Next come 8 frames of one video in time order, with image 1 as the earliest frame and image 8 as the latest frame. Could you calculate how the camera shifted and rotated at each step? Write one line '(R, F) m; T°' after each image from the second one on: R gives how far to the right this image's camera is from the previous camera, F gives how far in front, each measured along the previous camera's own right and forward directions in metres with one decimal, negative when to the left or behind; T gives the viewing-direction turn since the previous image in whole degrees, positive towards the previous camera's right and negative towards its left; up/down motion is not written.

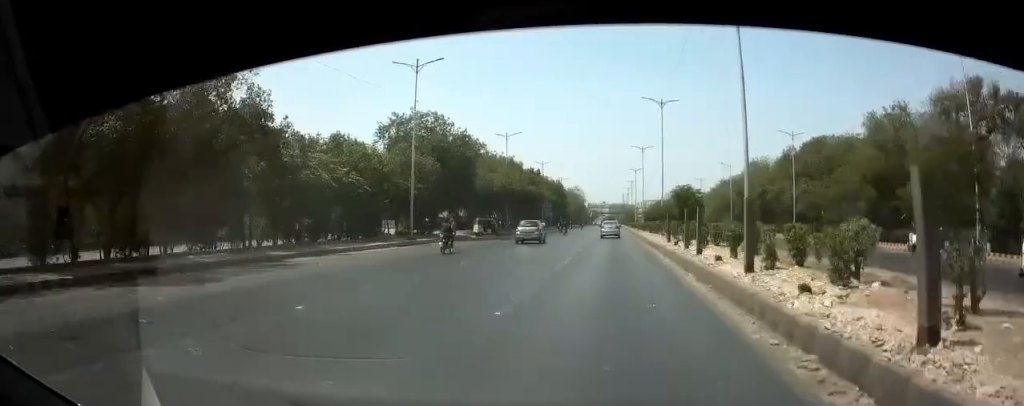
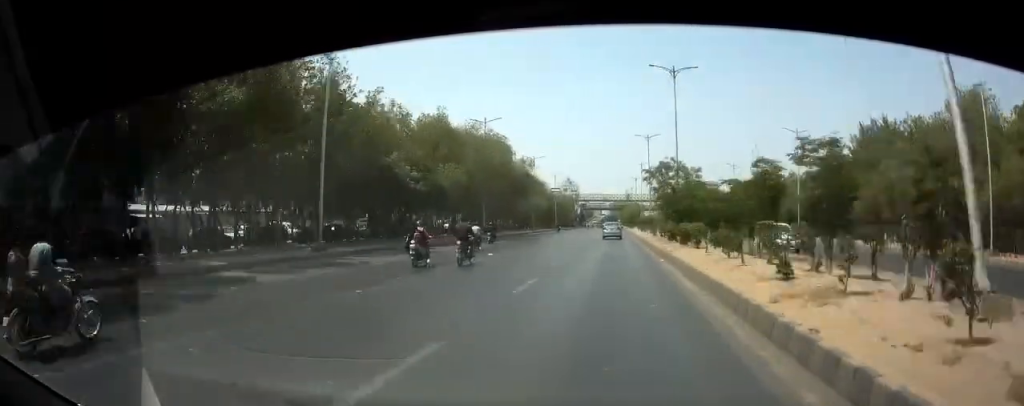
(+0.4, +116.9) m; 0°
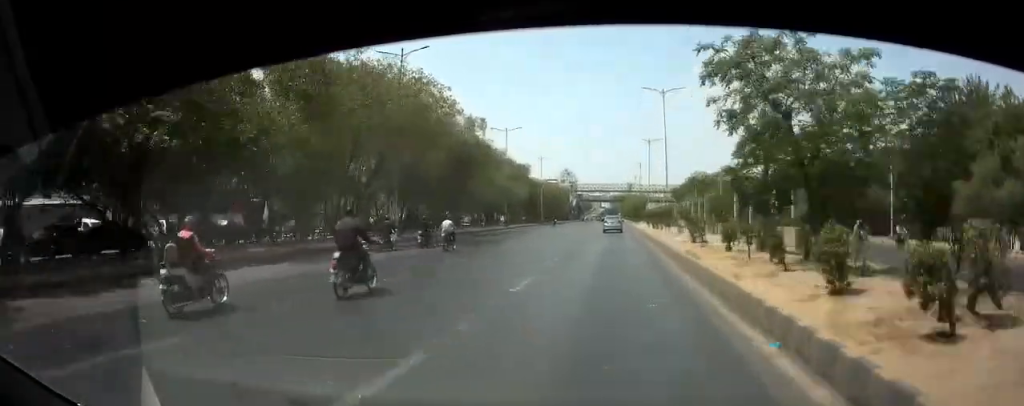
(+0.1, +24.4) m; 0°
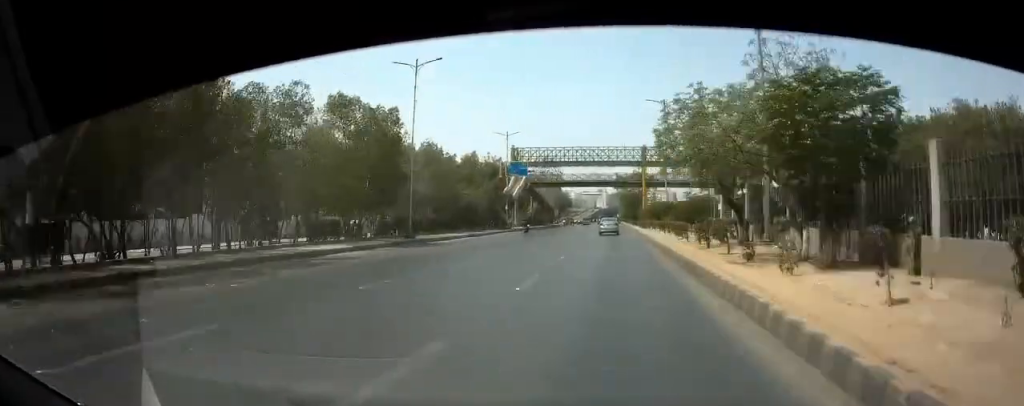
(-0.4, +103.0) m; 0°
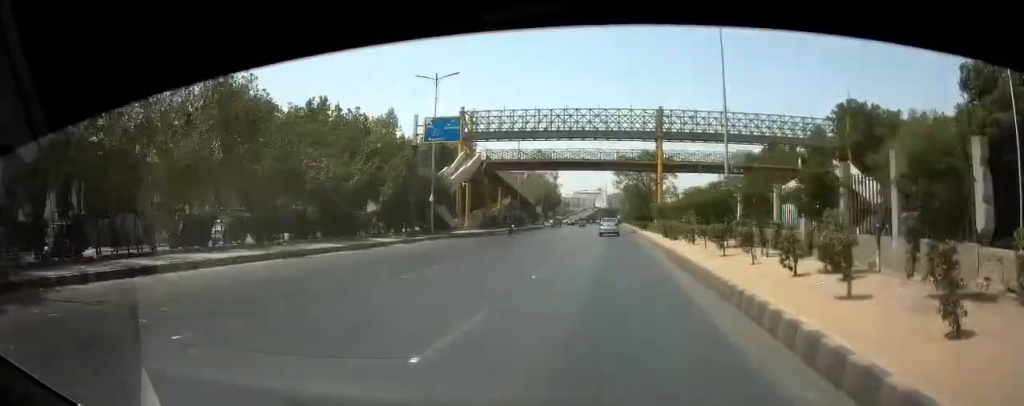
(0.0, +29.7) m; 0°
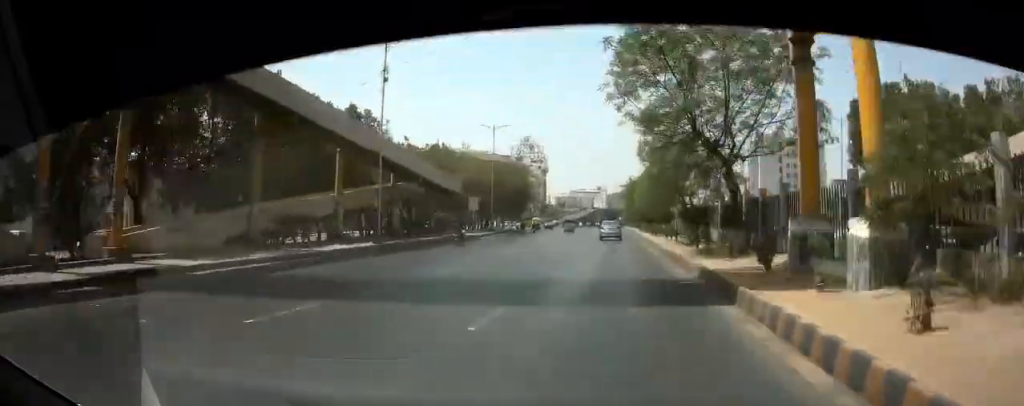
(-0.1, +46.4) m; 0°
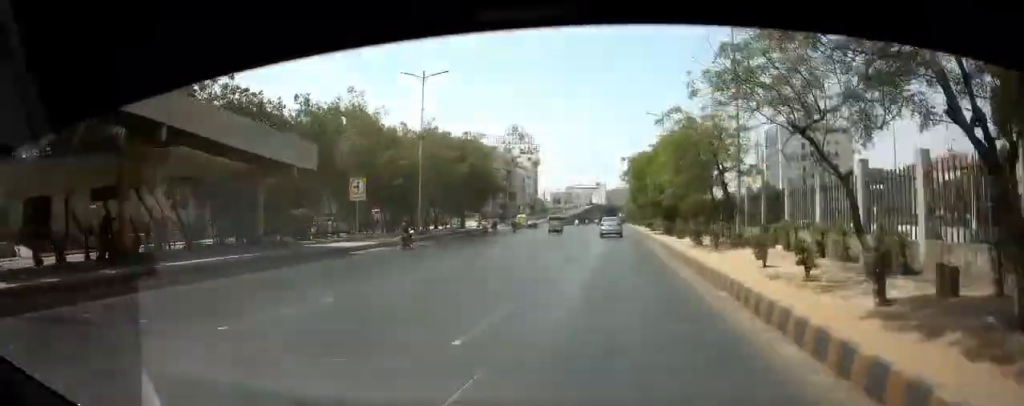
(+0.1, +24.9) m; 0°
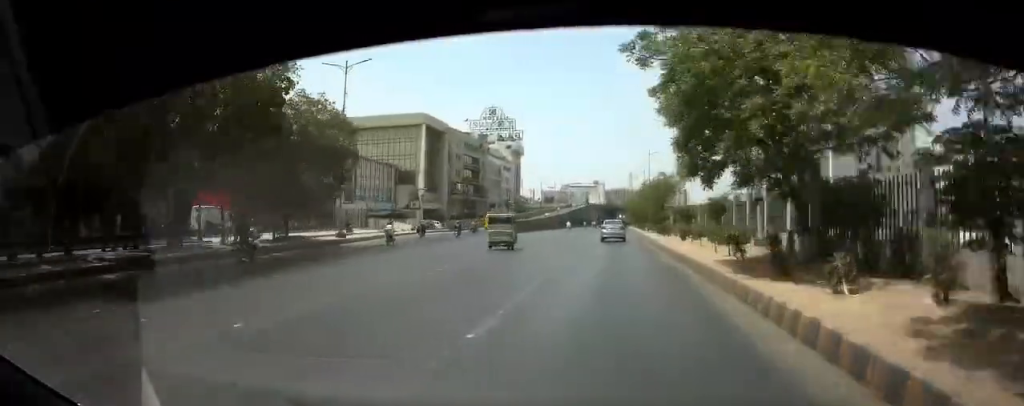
(+0.1, +39.7) m; 0°
